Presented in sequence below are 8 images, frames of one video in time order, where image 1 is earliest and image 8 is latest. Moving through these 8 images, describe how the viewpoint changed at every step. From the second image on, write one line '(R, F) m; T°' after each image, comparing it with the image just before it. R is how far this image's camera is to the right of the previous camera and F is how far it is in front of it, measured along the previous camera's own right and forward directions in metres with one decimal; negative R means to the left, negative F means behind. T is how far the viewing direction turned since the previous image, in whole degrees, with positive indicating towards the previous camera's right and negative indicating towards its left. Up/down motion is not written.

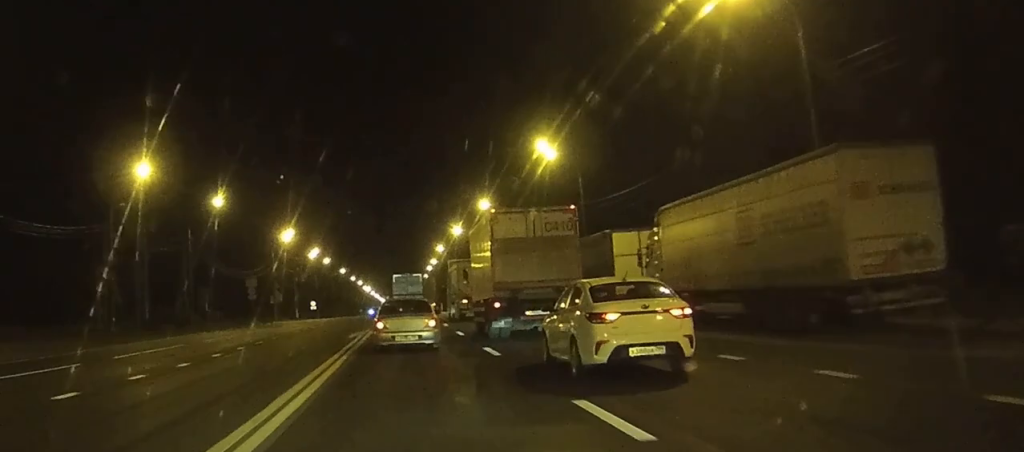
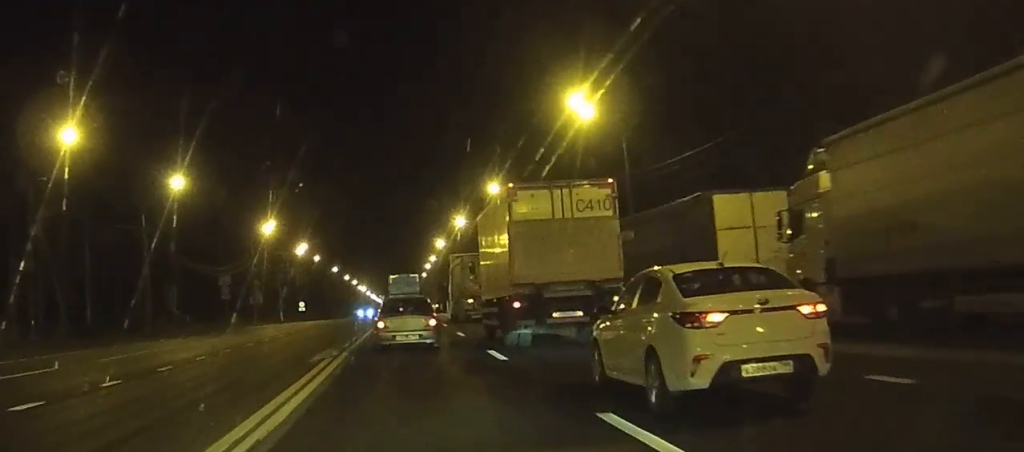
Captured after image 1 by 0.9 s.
(0.0, +13.2) m; 0°
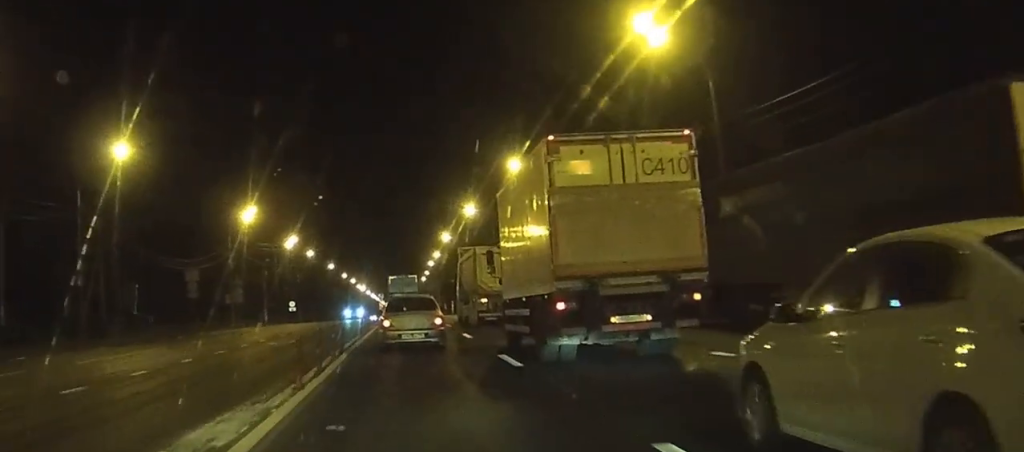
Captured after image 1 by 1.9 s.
(0.0, +13.8) m; 0°
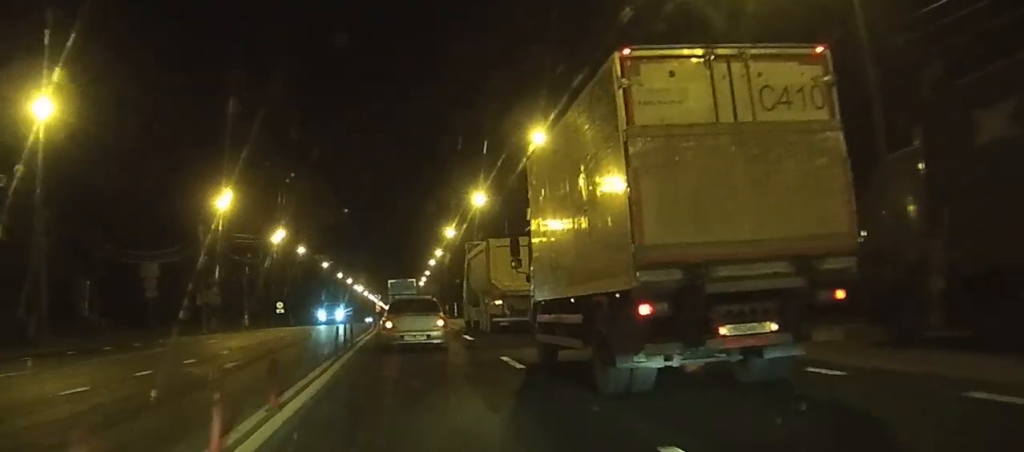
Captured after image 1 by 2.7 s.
(+0.1, +11.9) m; 0°
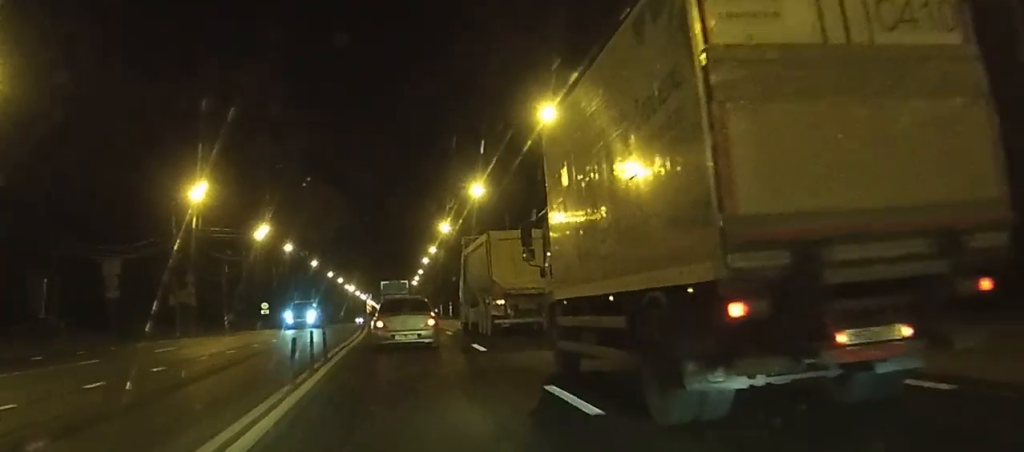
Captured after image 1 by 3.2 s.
(0.0, +6.7) m; 0°
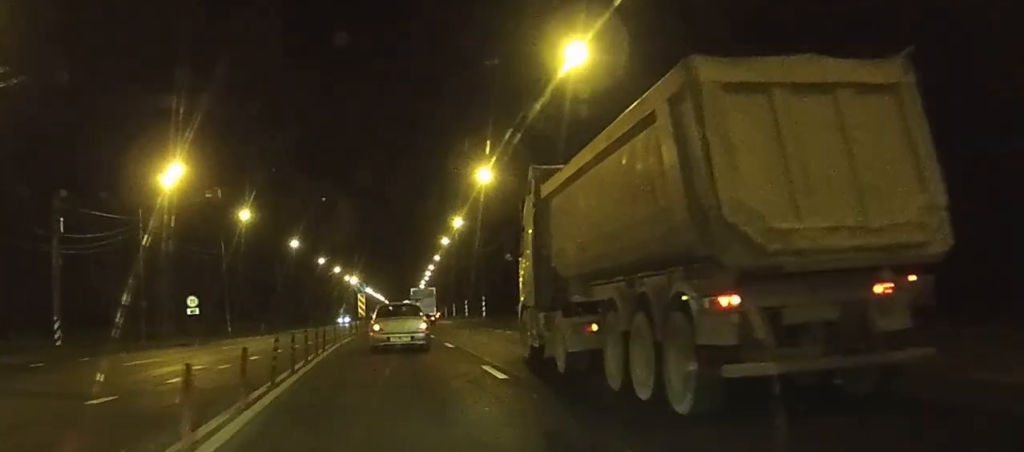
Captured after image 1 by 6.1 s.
(-0.2, +42.9) m; 0°
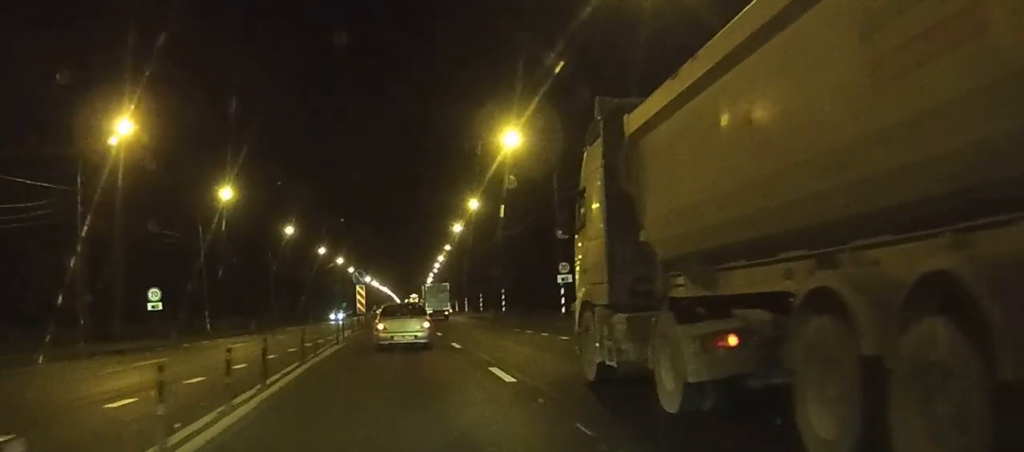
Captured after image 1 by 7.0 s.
(0.0, +12.6) m; 0°
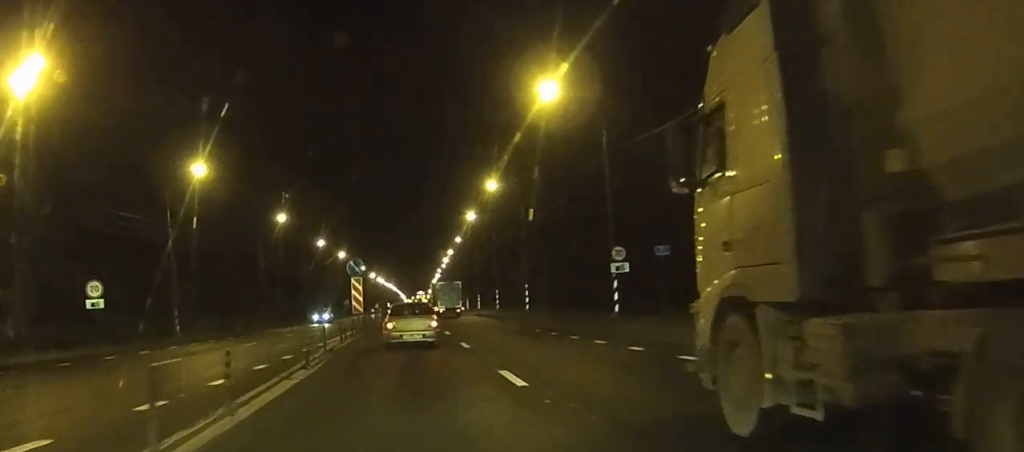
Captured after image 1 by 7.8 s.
(0.0, +12.3) m; 0°
